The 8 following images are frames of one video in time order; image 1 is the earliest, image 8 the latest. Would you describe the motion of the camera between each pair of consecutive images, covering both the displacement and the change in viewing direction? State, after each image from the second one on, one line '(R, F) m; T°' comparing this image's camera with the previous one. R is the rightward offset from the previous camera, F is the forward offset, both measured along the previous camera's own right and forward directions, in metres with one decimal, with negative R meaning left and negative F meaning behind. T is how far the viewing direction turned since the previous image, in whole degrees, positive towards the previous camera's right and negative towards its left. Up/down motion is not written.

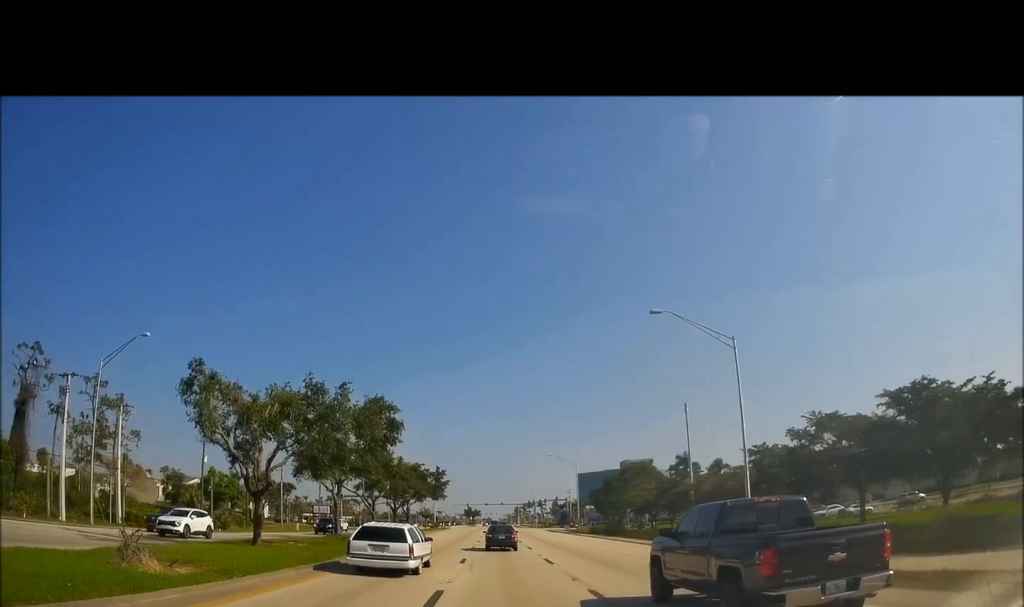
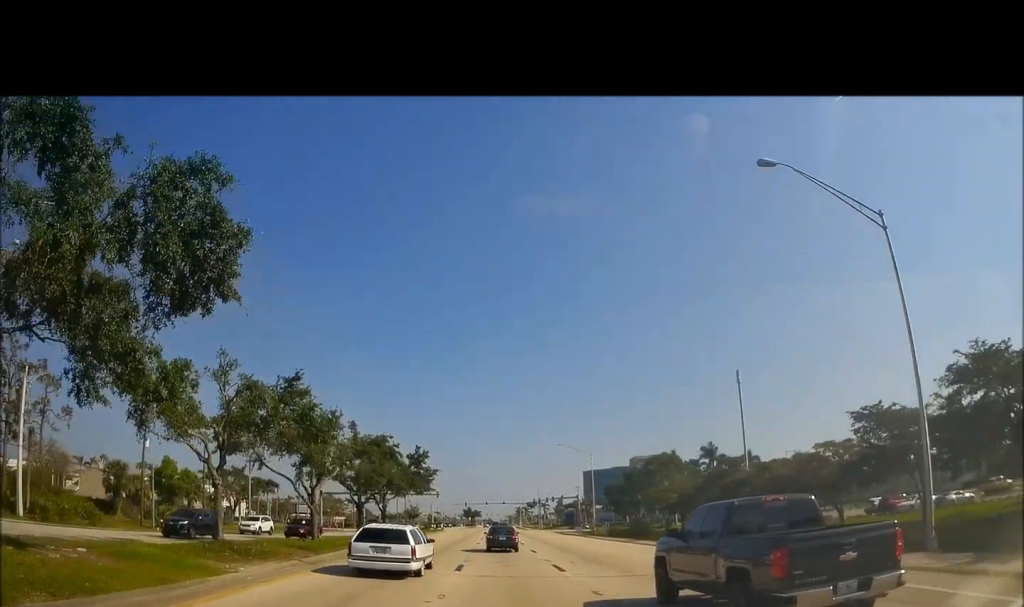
(+0.1, +15.7) m; +1°
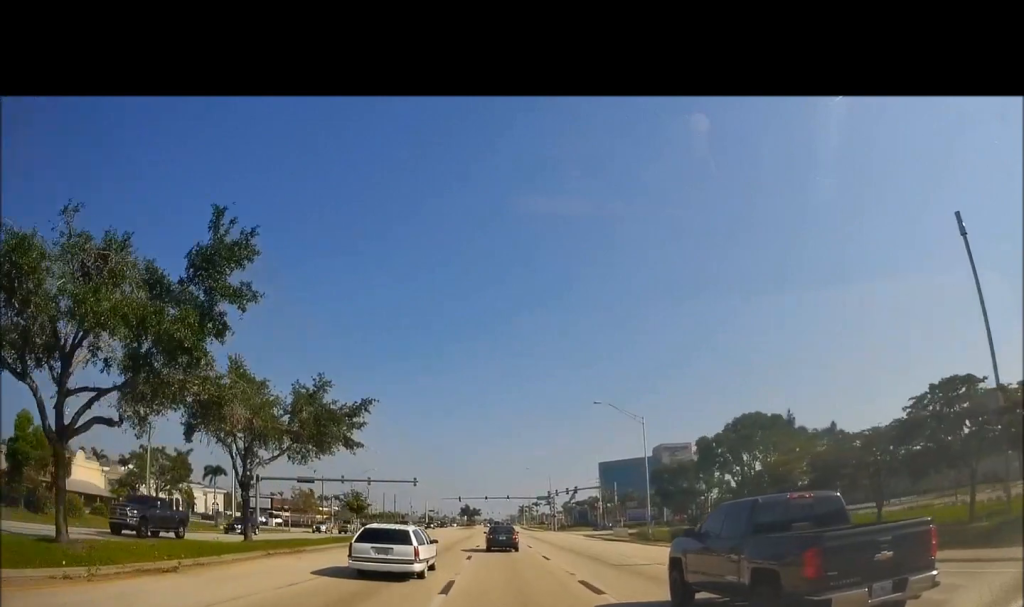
(+0.3, +31.6) m; -1°
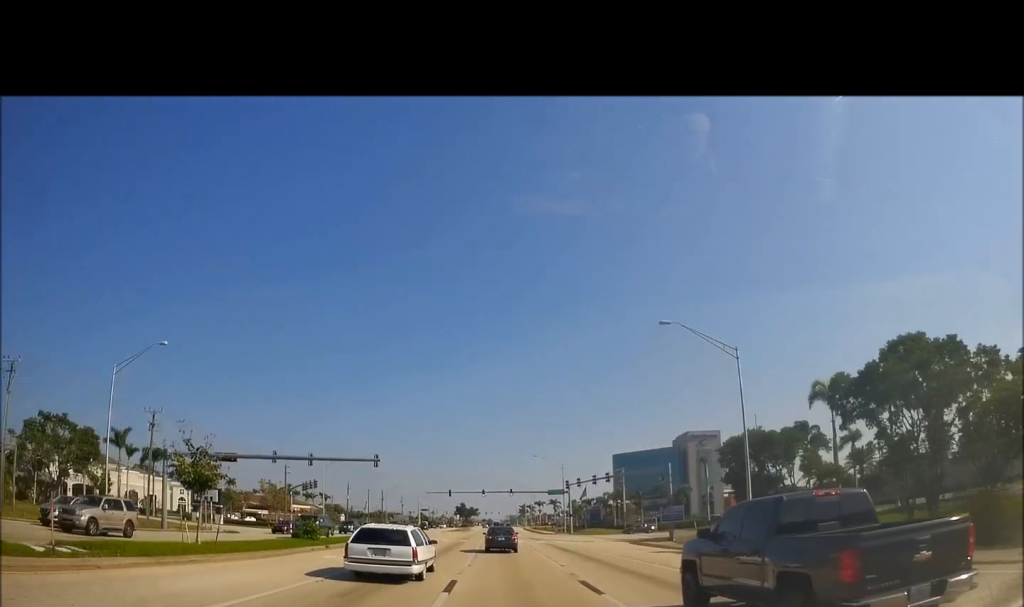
(-0.6, +24.7) m; -1°
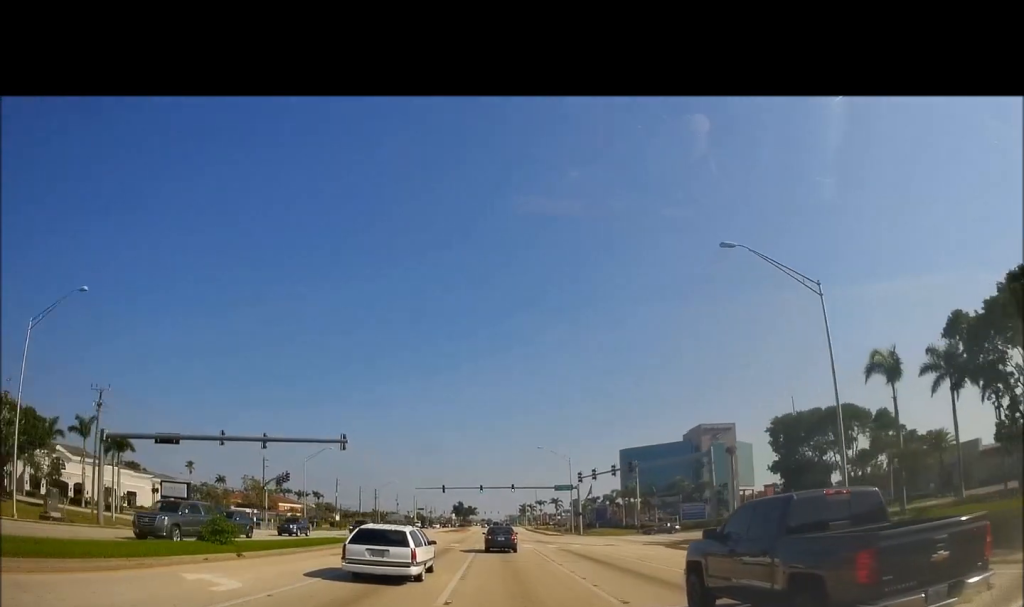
(0.0, +10.9) m; +1°
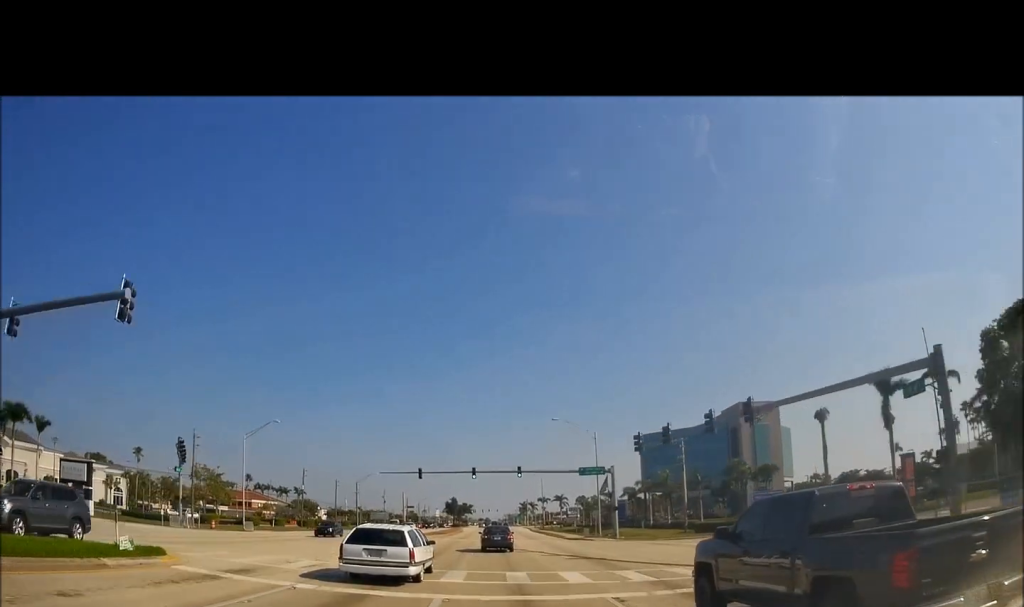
(+0.5, +25.1) m; 0°
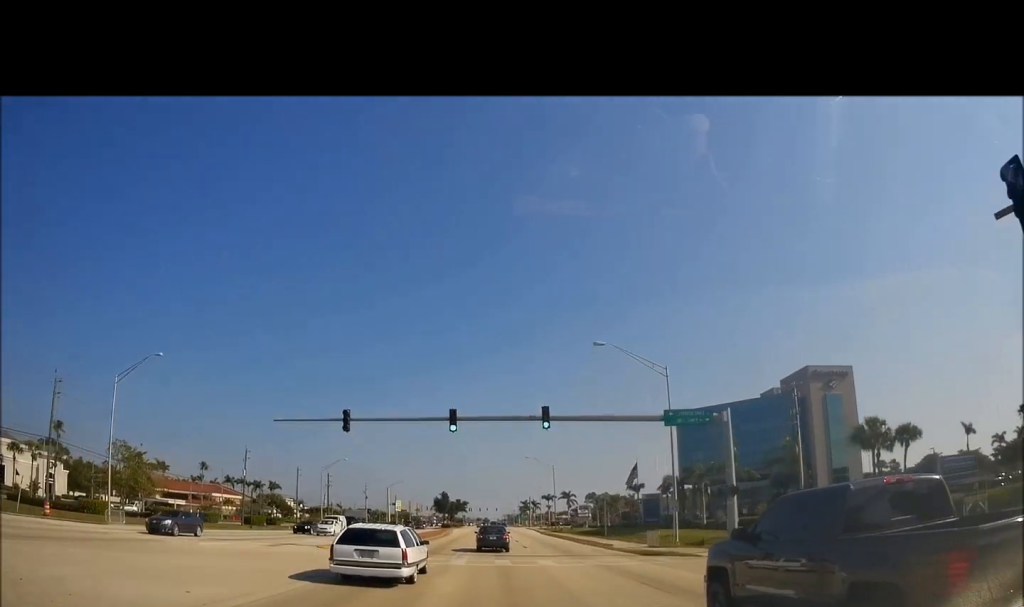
(-0.3, +28.9) m; 0°
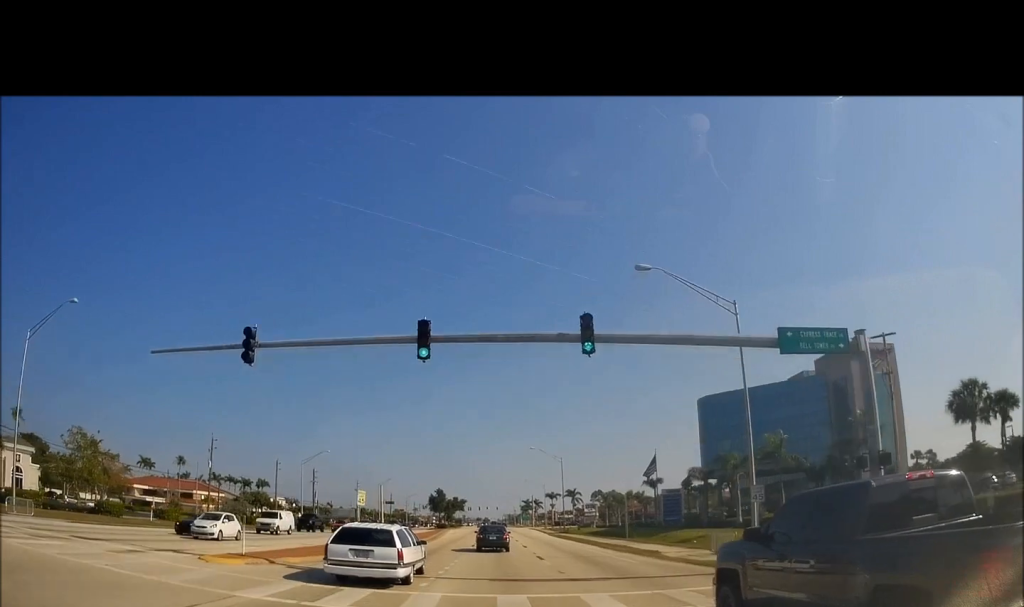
(+0.2, +12.1) m; 0°
